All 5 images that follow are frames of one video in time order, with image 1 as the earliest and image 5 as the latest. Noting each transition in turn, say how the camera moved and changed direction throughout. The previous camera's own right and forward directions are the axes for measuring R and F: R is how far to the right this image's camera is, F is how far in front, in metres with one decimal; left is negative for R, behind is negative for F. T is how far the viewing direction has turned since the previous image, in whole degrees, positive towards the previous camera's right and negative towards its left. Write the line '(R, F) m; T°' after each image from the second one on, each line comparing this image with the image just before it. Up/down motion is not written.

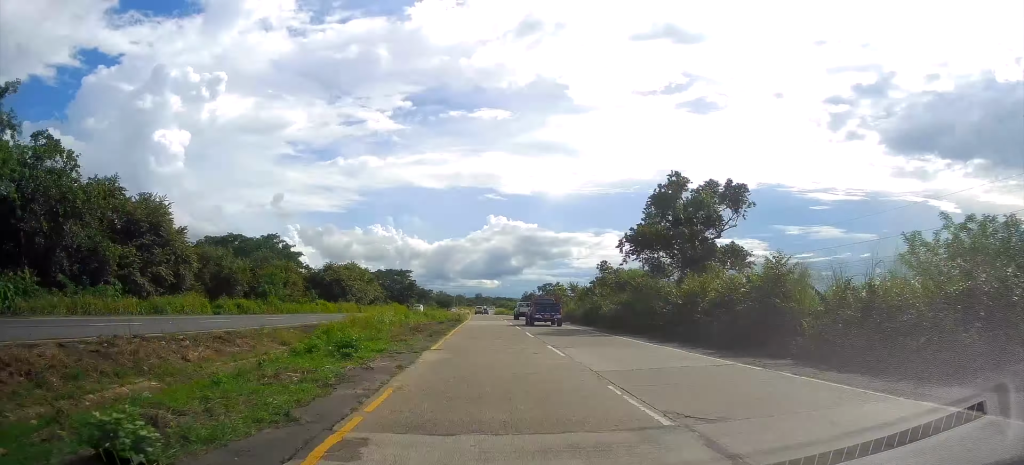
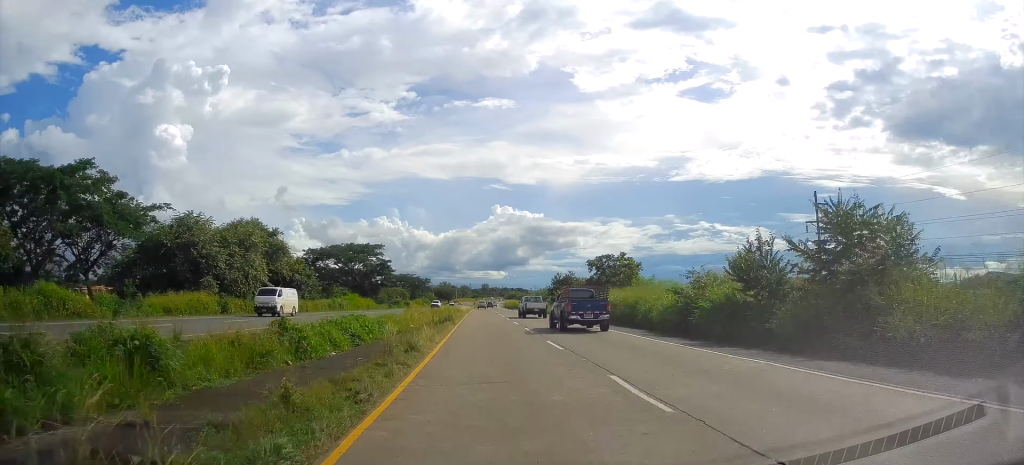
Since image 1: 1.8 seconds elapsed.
(-0.1, +49.7) m; 0°
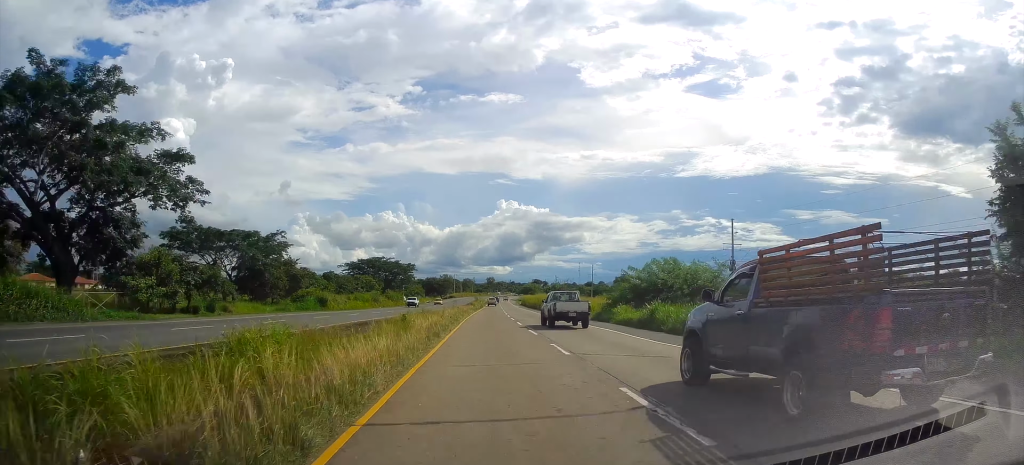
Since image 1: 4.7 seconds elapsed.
(-0.4, +77.6) m; 0°
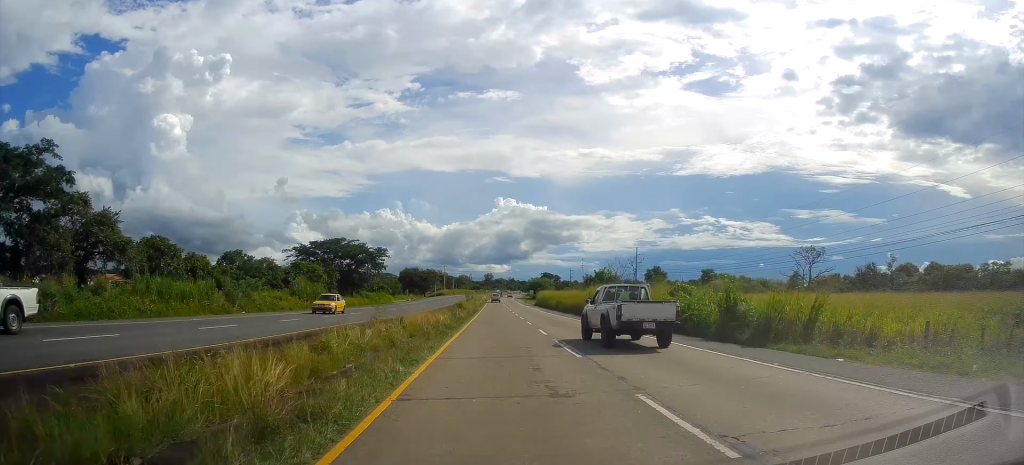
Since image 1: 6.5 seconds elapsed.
(0.0, +51.0) m; 0°
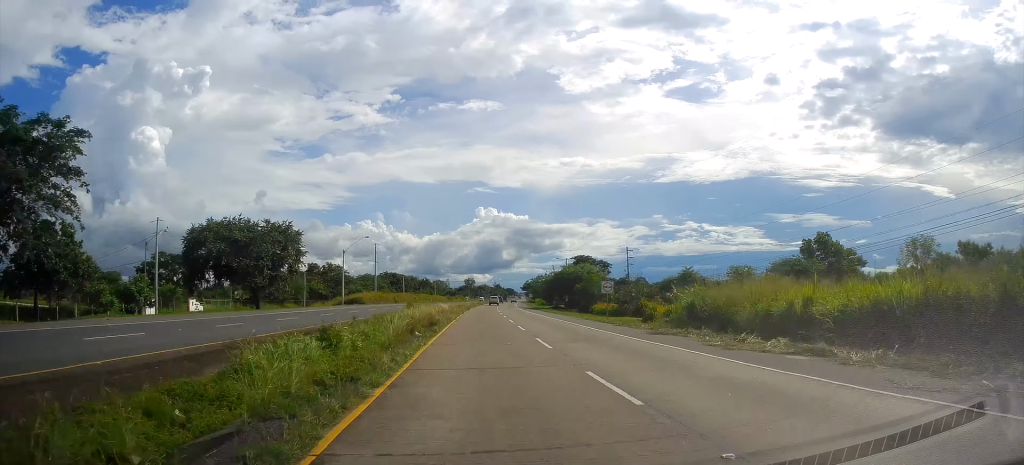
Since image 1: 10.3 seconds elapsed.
(+0.5, +107.2) m; +1°
